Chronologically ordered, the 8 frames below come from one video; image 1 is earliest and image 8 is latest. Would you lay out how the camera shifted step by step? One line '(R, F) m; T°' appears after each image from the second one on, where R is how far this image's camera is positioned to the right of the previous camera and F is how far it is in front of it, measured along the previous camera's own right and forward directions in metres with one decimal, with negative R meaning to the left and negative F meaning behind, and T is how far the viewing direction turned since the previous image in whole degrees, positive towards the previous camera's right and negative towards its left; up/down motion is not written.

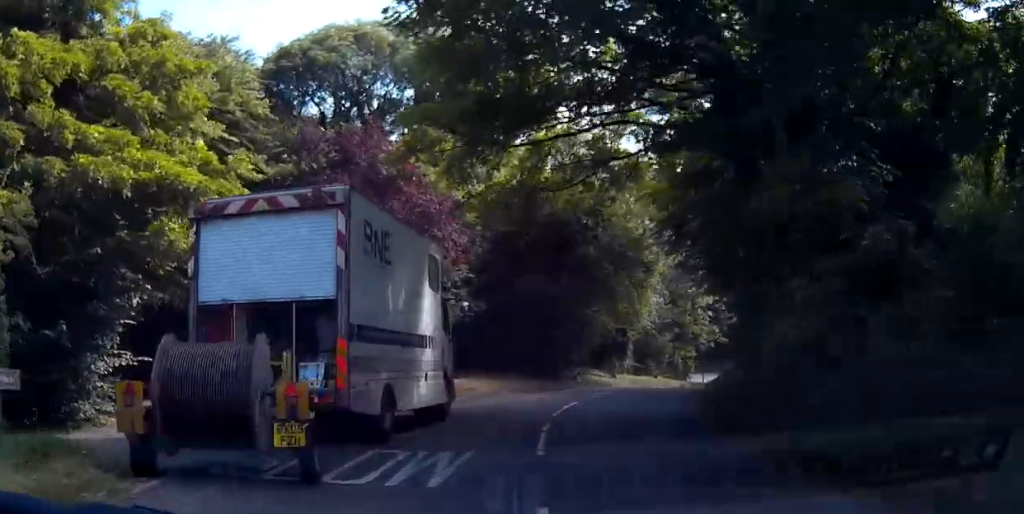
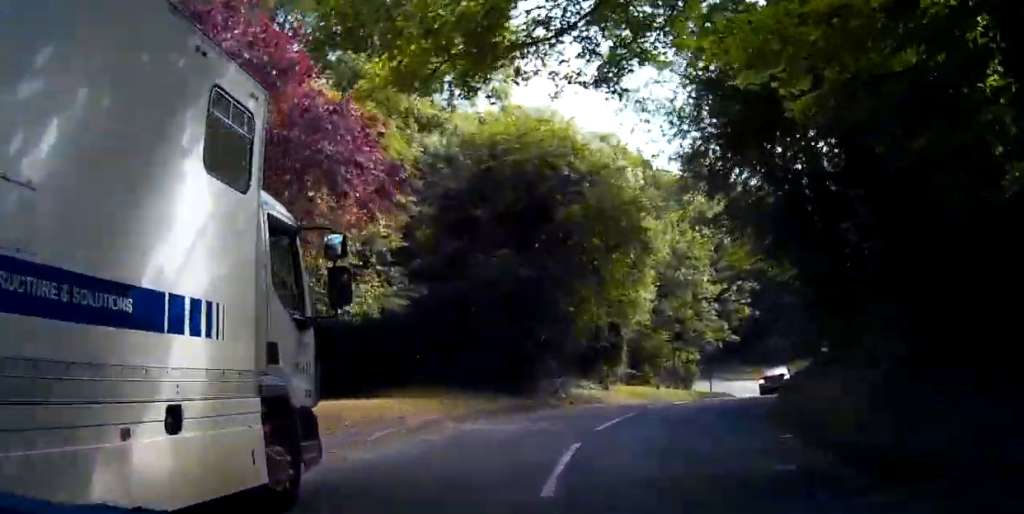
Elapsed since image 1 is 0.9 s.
(+0.4, +8.2) m; +6°
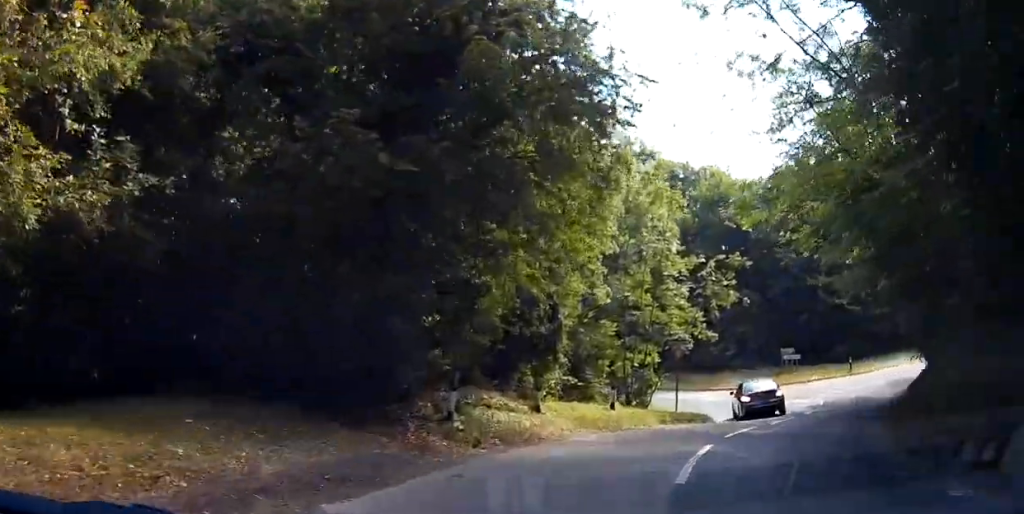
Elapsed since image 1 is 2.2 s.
(+0.9, +10.5) m; +9°
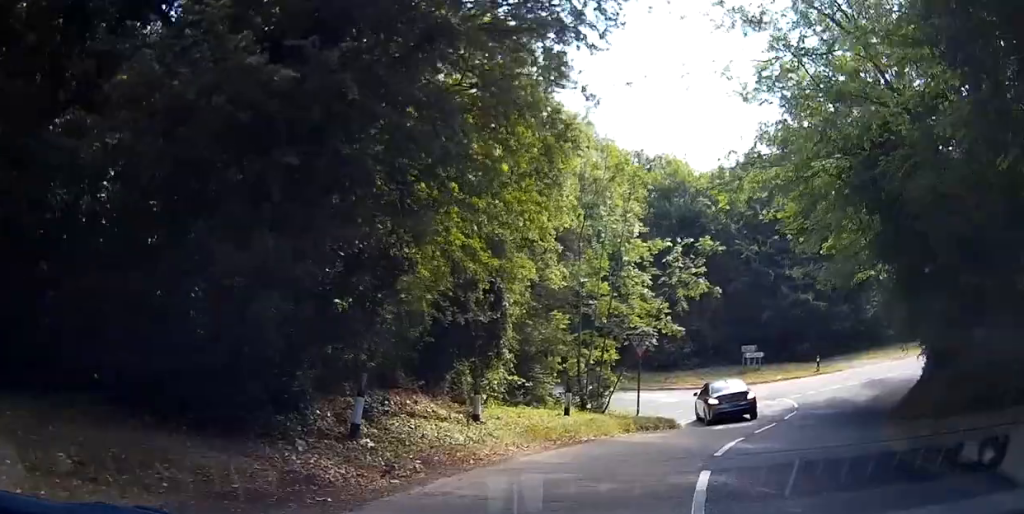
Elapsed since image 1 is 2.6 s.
(+0.2, +3.2) m; +2°
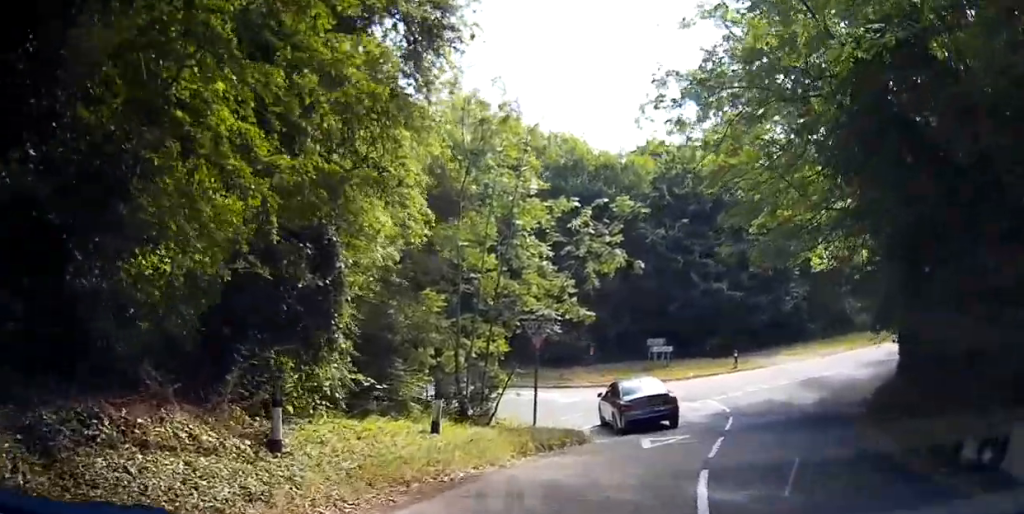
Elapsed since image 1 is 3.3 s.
(+0.2, +5.5) m; +2°
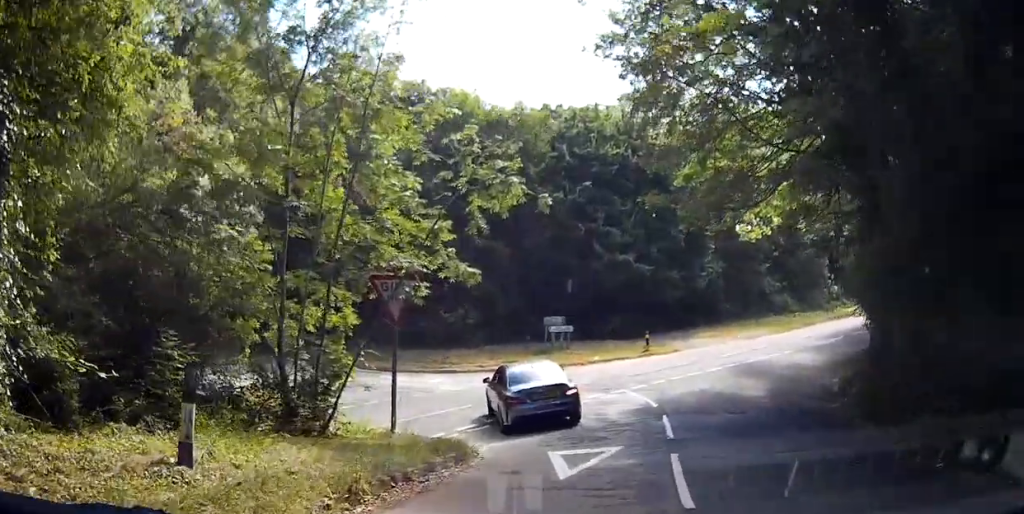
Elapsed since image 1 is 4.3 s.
(0.0, +6.3) m; -1°
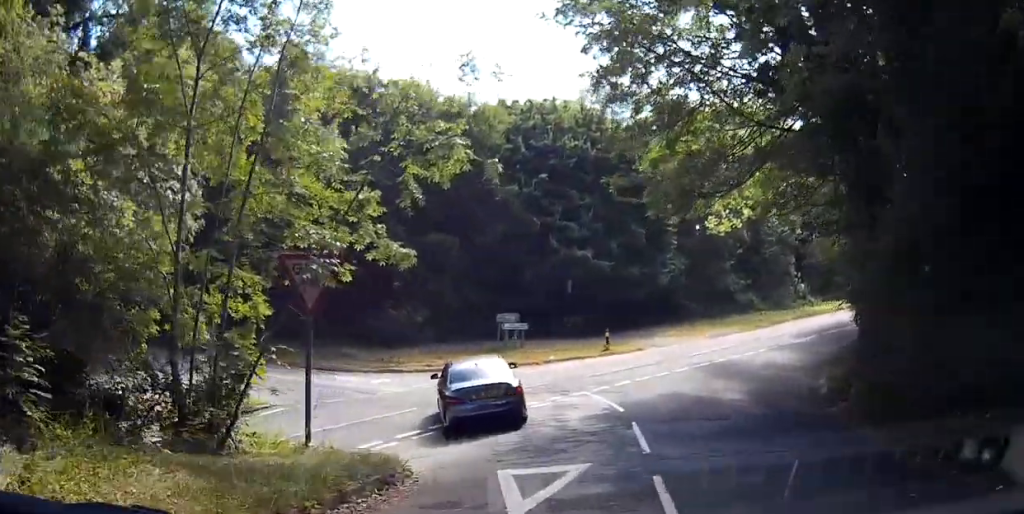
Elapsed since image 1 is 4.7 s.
(0.0, +2.9) m; -1°
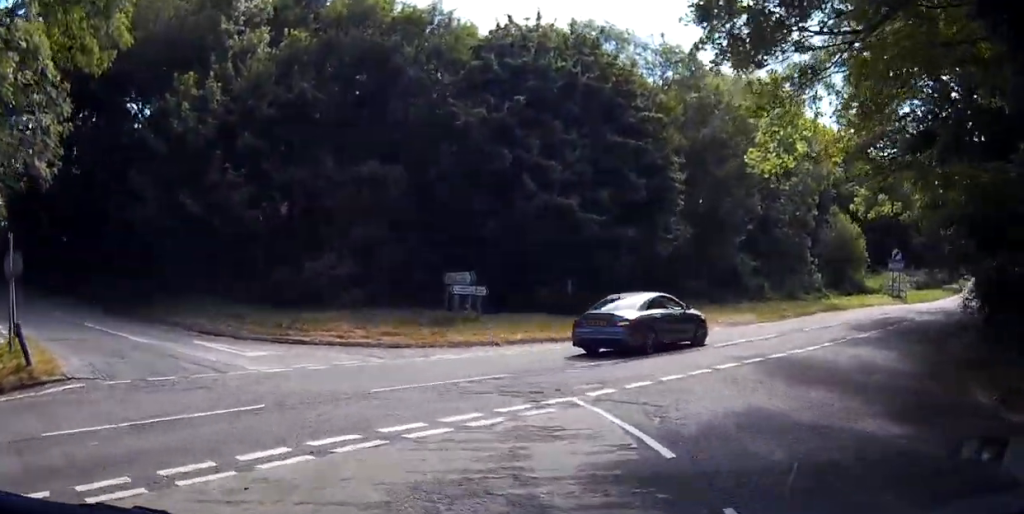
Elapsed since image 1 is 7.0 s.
(-0.3, +10.9) m; -2°
